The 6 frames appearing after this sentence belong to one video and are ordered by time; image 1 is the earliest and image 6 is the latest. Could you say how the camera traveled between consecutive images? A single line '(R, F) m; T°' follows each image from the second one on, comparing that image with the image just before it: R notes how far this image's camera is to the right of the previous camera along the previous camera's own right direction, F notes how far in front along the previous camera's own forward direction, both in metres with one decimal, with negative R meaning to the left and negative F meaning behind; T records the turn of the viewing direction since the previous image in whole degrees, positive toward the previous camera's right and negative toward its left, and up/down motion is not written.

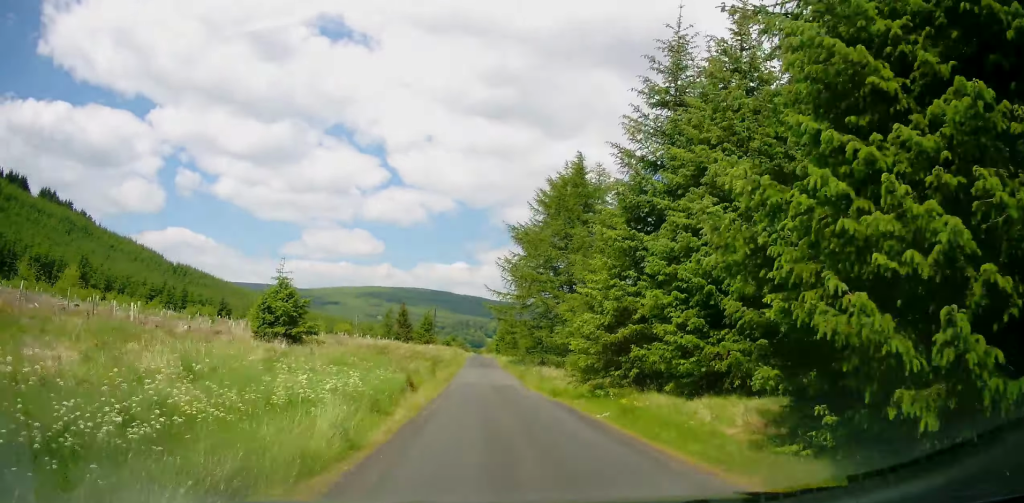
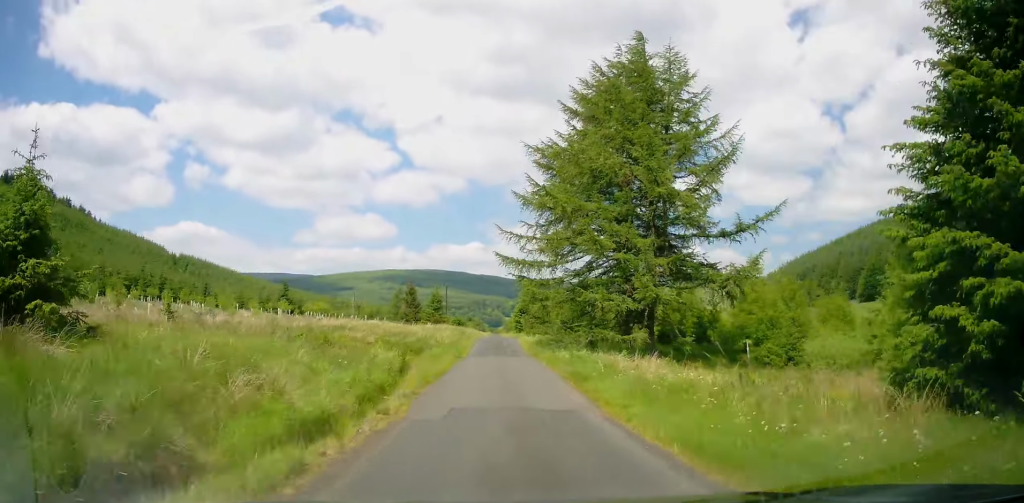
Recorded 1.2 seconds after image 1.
(-0.5, +17.1) m; -2°
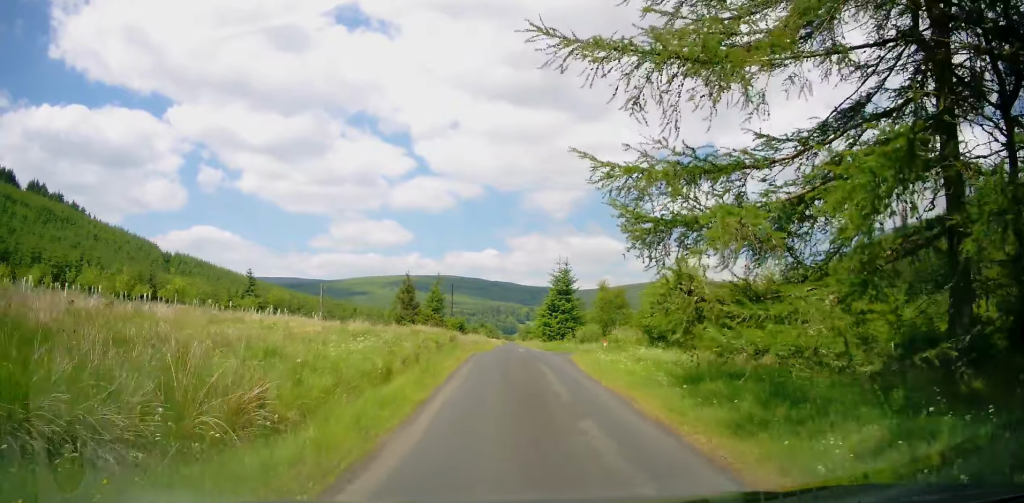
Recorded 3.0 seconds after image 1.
(0.0, +27.7) m; -1°
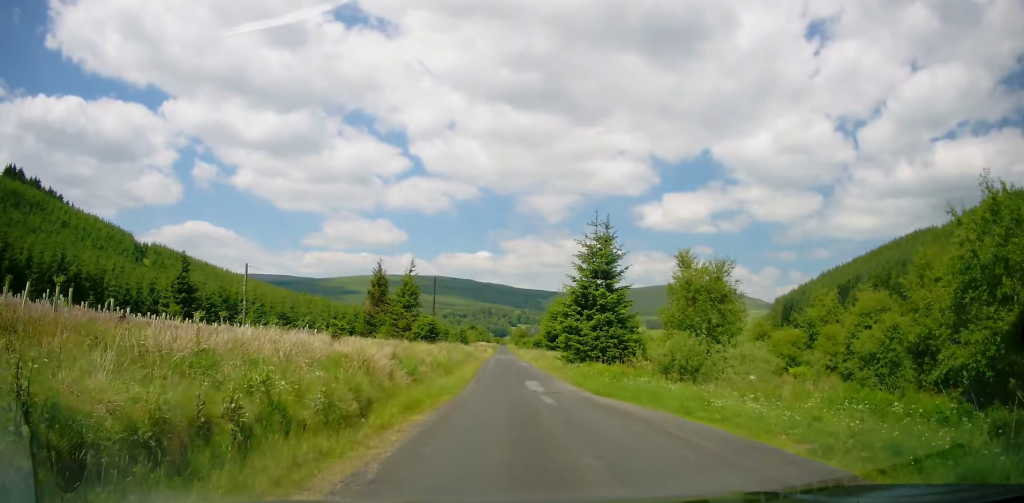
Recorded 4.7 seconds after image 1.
(+0.1, +24.7) m; +1°
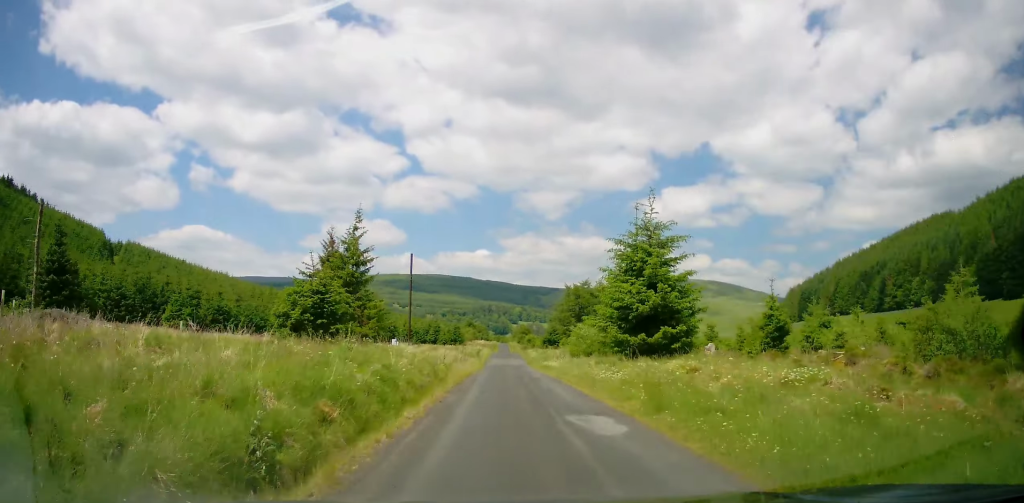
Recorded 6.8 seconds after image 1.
(-0.3, +30.8) m; 0°
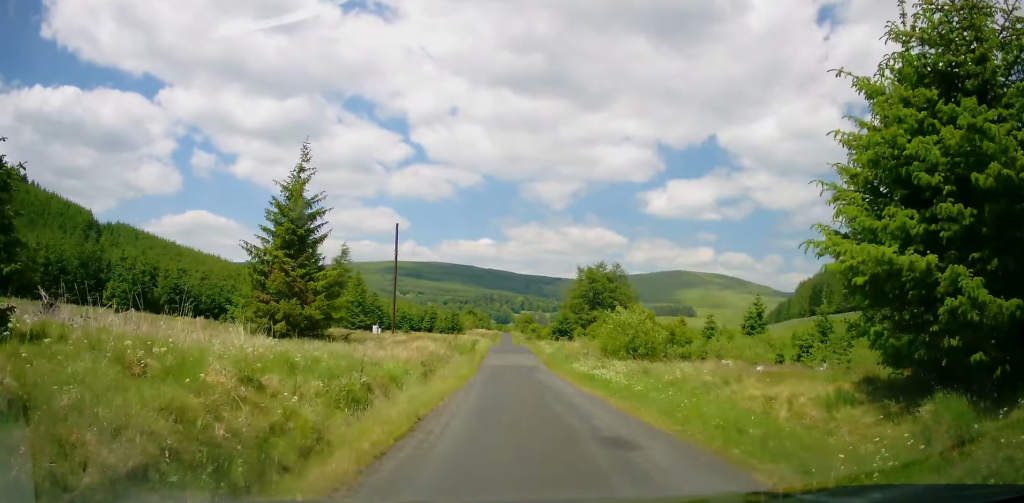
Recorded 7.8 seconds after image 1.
(+0.1, +15.0) m; 0°
